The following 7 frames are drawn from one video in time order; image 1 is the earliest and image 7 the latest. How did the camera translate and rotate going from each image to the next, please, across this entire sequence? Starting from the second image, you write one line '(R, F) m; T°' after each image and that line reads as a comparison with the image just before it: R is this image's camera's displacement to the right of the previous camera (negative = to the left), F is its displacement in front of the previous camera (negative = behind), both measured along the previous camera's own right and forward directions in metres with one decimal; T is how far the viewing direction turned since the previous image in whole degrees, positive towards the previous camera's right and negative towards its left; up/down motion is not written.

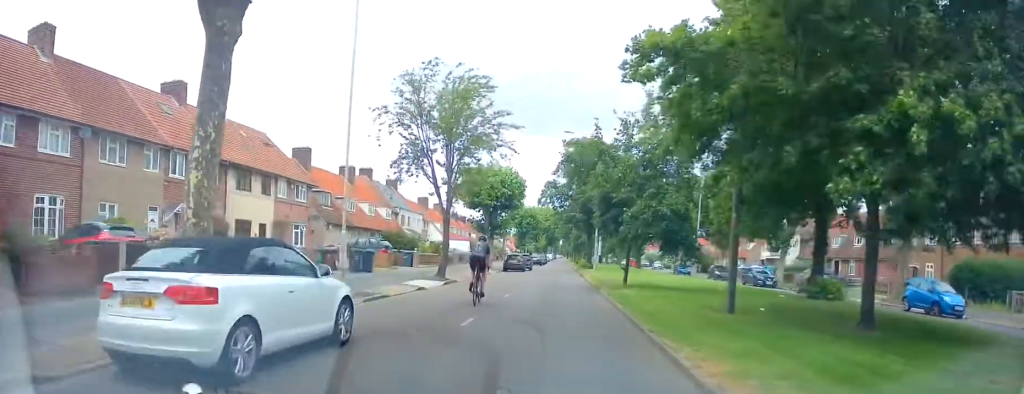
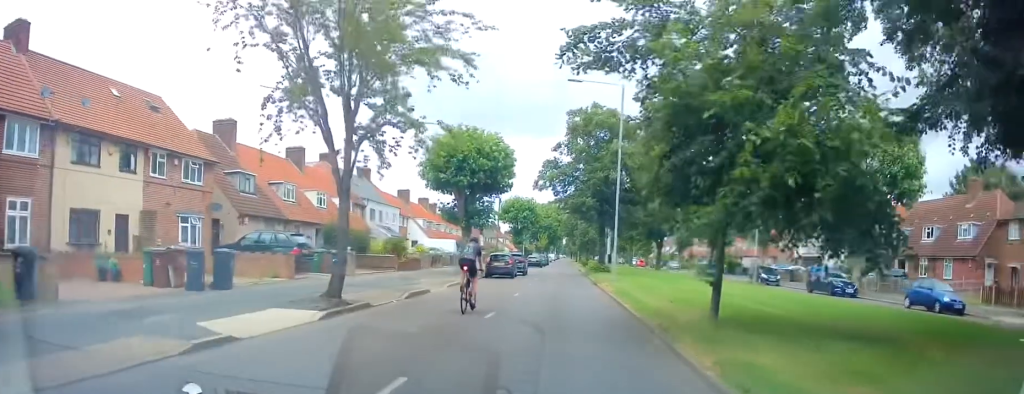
(-0.2, +12.9) m; +1°
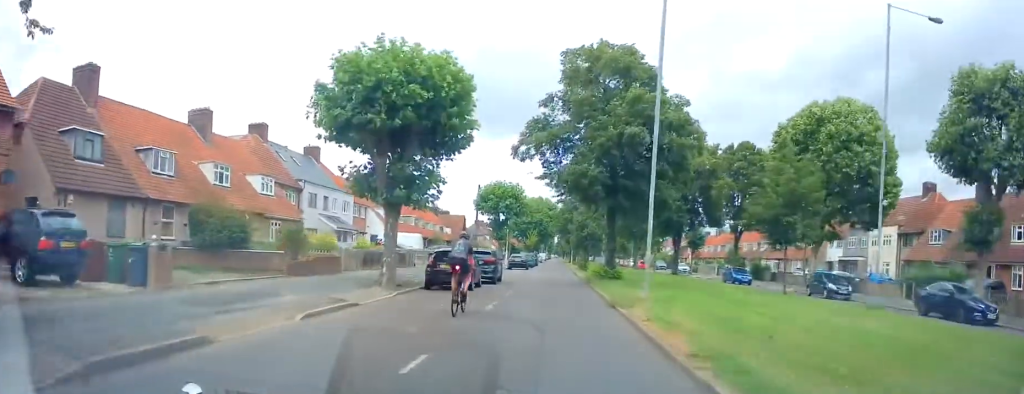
(+0.1, +12.9) m; -1°
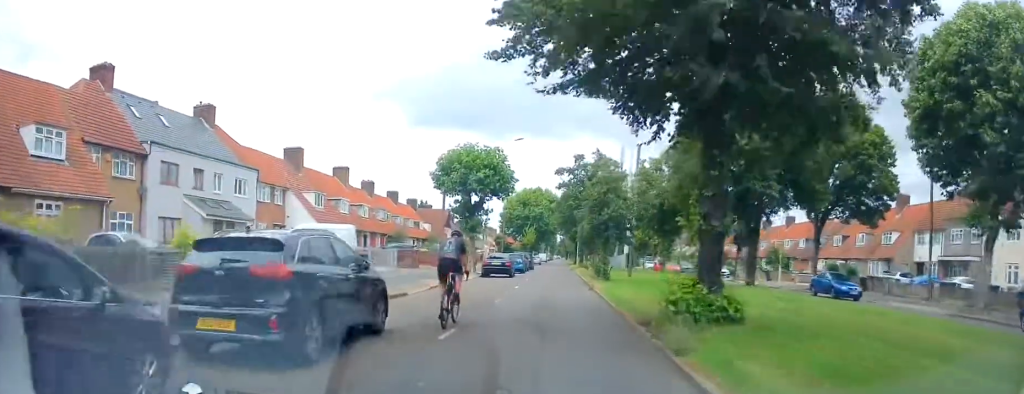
(+0.3, +18.8) m; +2°
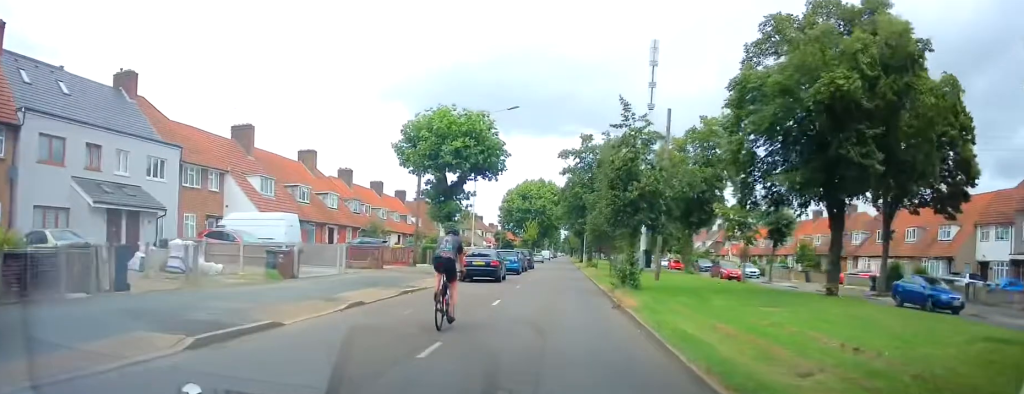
(0.0, +9.0) m; -1°
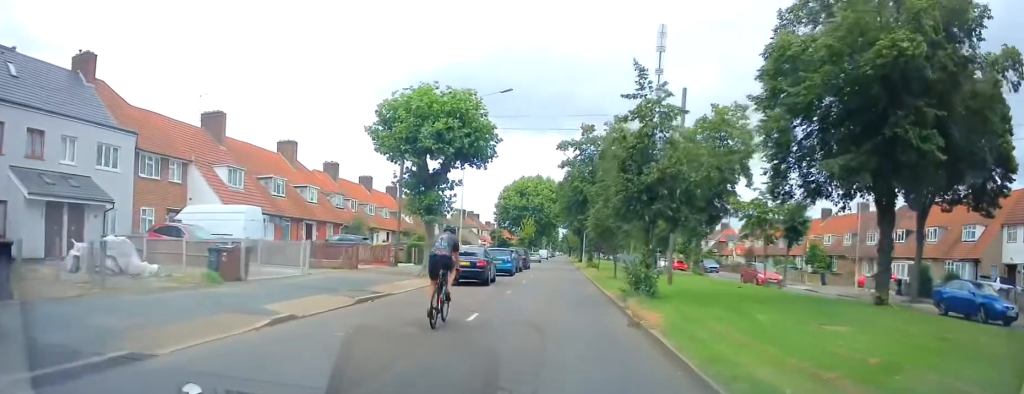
(+0.1, +3.8) m; -1°
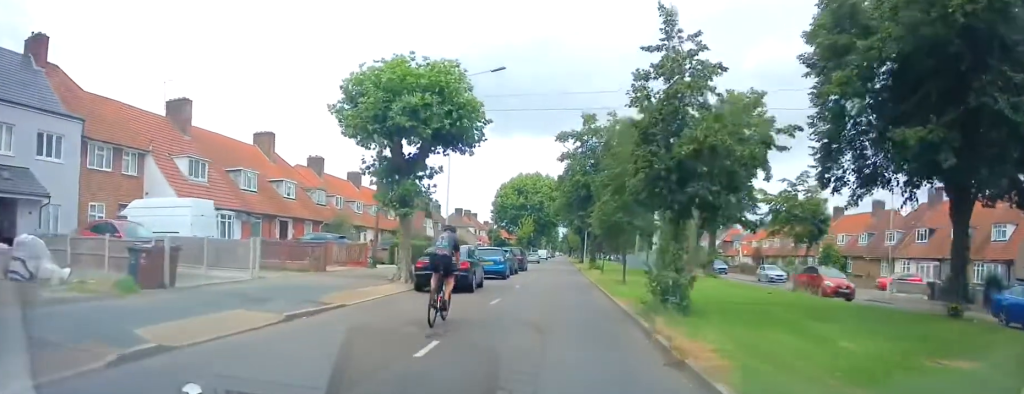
(-0.2, +3.9) m; 0°
